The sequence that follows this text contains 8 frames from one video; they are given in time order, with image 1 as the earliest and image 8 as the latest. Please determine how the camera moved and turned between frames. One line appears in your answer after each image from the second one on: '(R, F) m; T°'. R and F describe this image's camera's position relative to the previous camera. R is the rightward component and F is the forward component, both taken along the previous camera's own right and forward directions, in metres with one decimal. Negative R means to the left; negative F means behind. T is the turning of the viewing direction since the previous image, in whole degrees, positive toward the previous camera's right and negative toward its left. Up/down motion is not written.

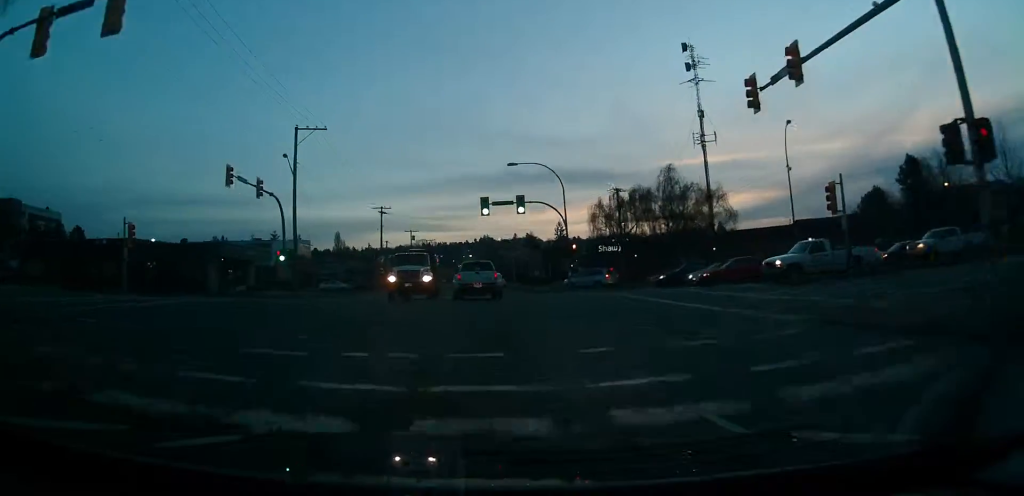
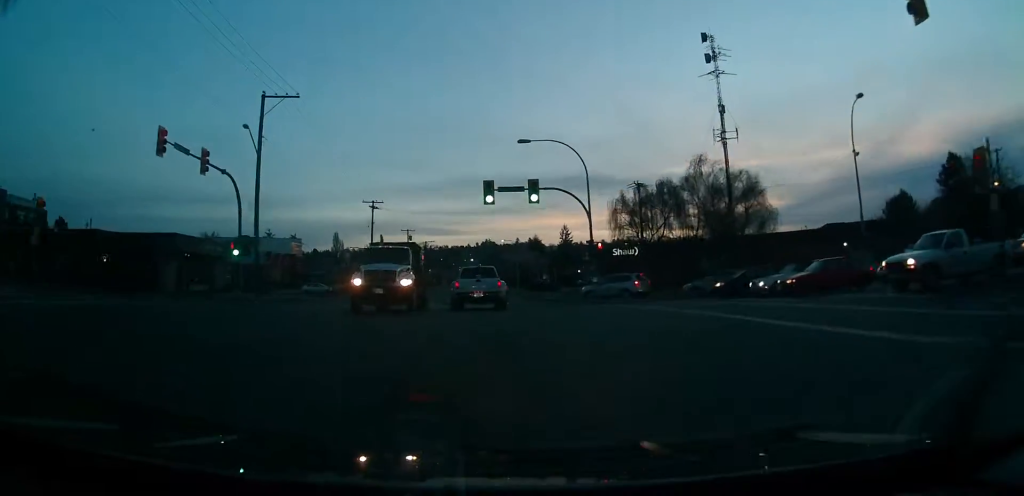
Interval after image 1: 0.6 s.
(-0.1, +9.1) m; 0°
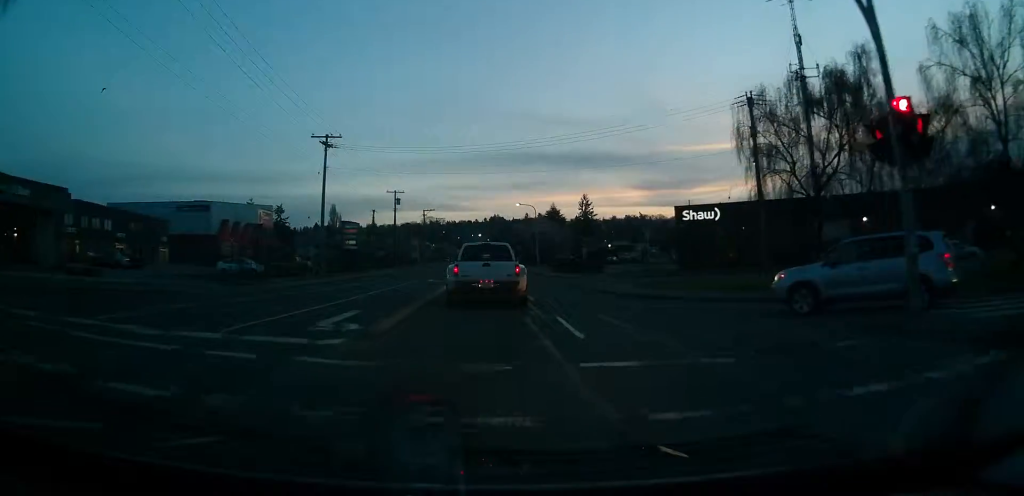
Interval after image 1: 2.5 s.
(-0.5, +27.7) m; -2°
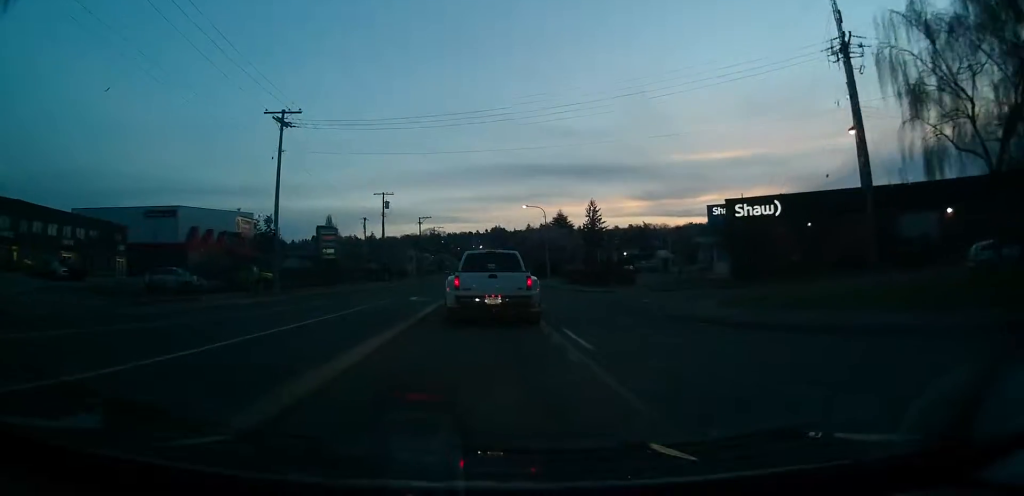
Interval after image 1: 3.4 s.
(-0.3, +12.3) m; +1°
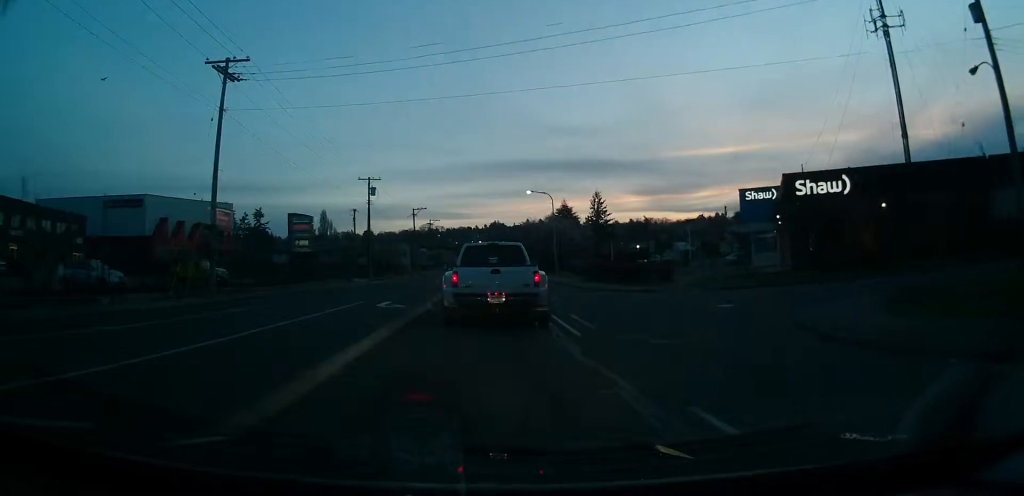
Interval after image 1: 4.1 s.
(+0.6, +9.6) m; +1°
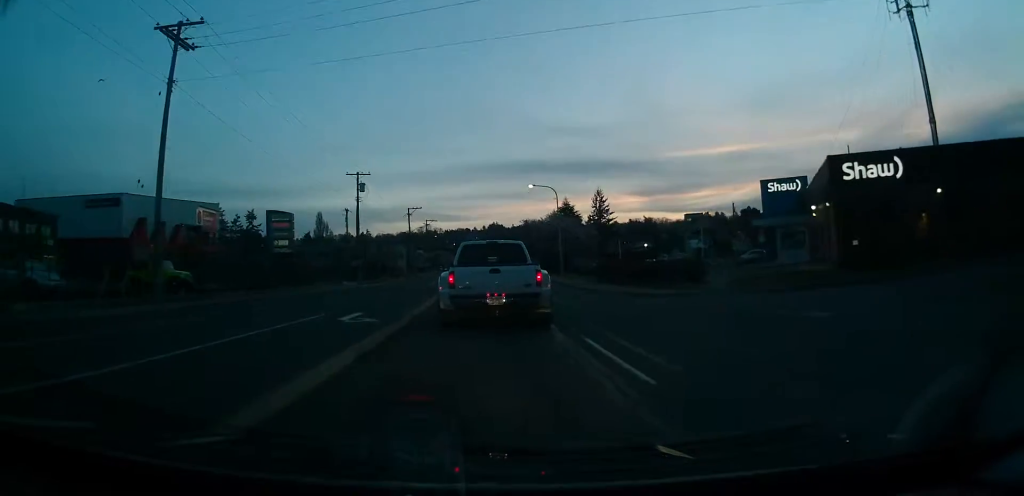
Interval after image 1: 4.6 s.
(-0.2, +5.5) m; -1°
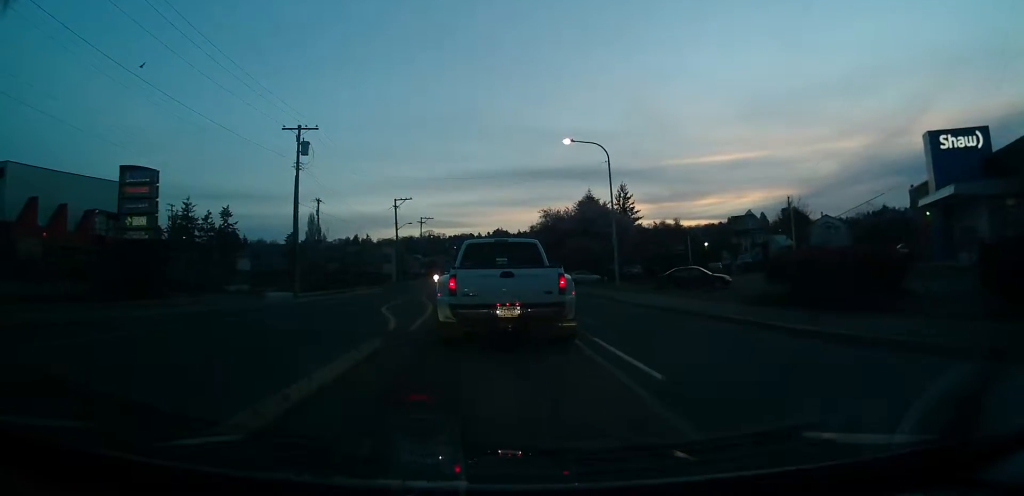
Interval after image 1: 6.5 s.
(-0.2, +23.9) m; +1°
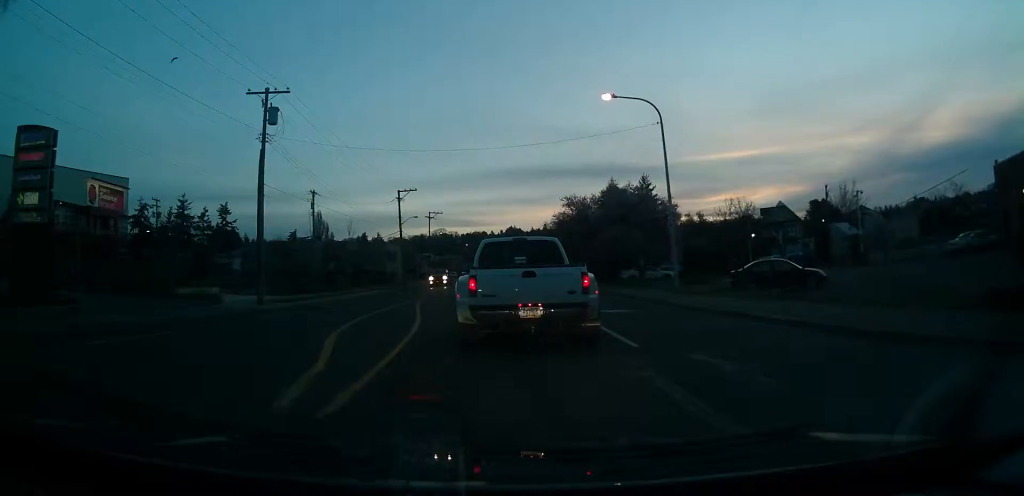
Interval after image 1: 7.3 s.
(+0.2, +9.5) m; -1°
